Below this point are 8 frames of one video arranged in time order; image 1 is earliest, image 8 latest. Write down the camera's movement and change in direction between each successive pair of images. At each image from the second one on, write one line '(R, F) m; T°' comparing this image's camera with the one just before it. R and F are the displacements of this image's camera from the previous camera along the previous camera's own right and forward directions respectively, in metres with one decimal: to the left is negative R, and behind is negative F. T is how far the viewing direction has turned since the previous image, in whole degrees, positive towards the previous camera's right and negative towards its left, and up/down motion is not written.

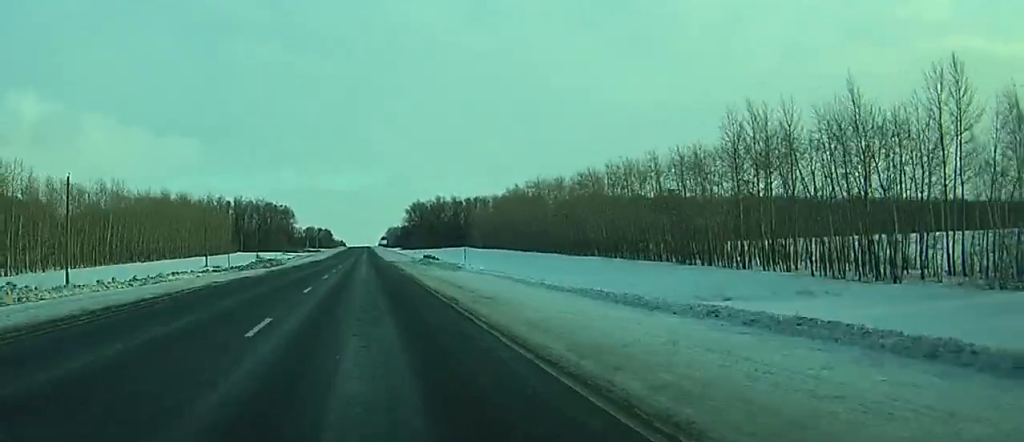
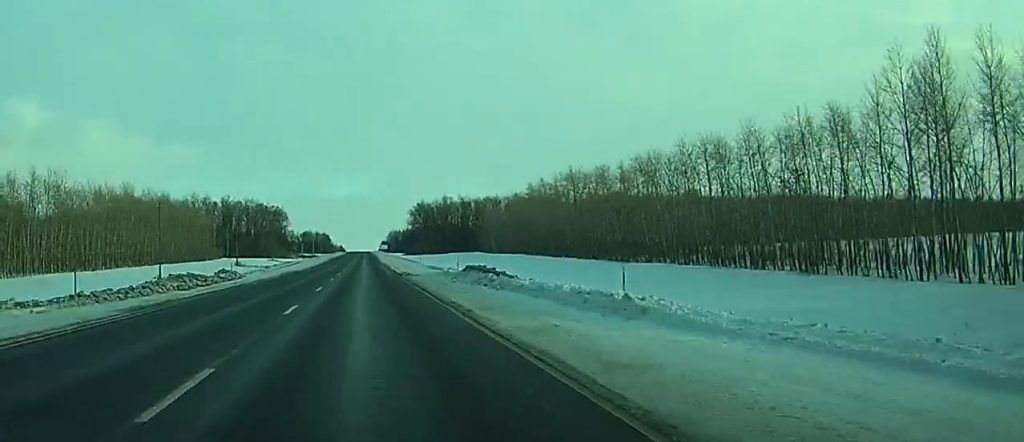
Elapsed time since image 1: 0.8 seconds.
(0.0, +30.0) m; 0°
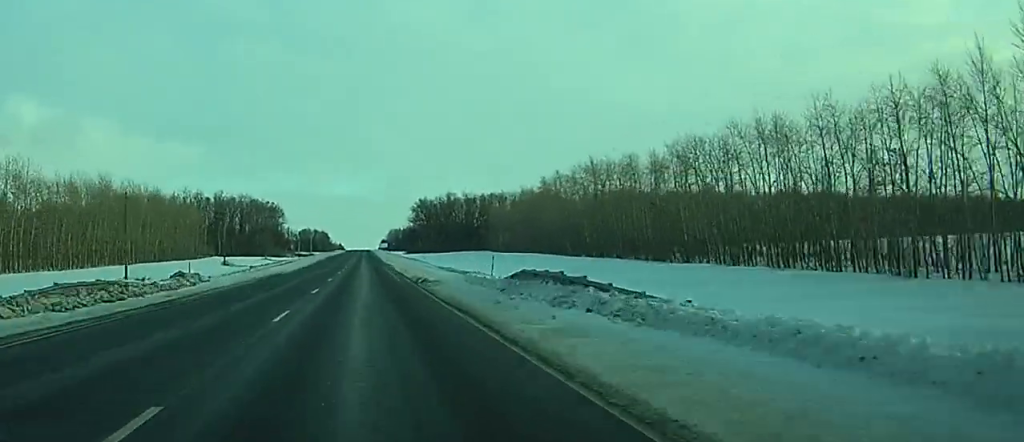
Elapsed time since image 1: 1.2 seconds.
(0.0, +14.4) m; 0°
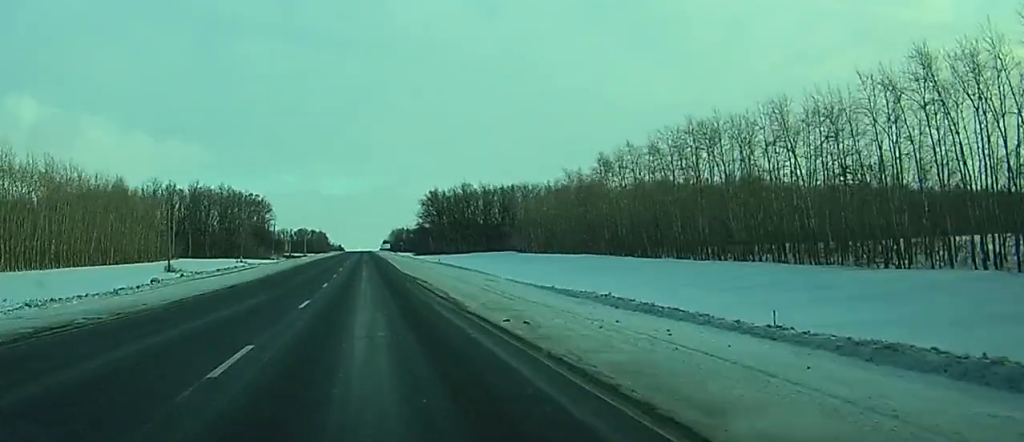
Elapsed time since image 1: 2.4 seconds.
(+0.2, +43.2) m; 0°
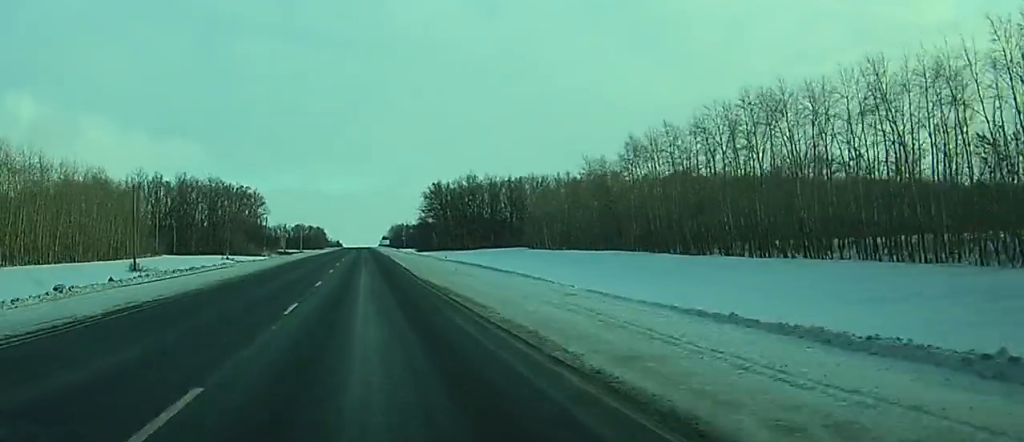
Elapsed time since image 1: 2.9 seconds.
(0.0, +15.6) m; 0°
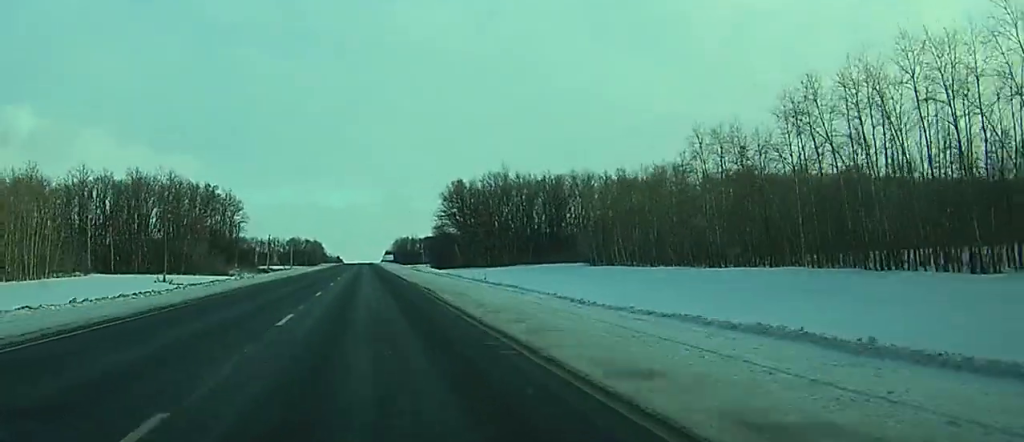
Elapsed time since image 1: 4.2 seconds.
(0.0, +49.2) m; 0°
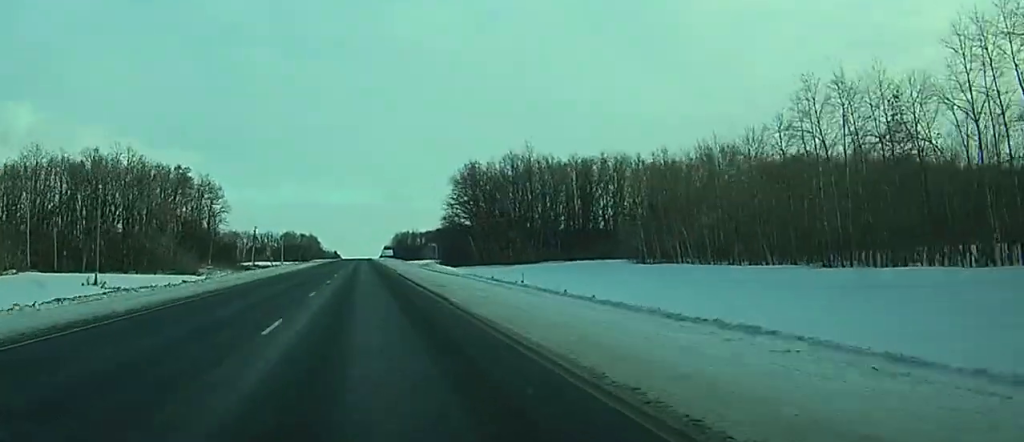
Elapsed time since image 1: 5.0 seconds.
(0.0, +26.2) m; 0°
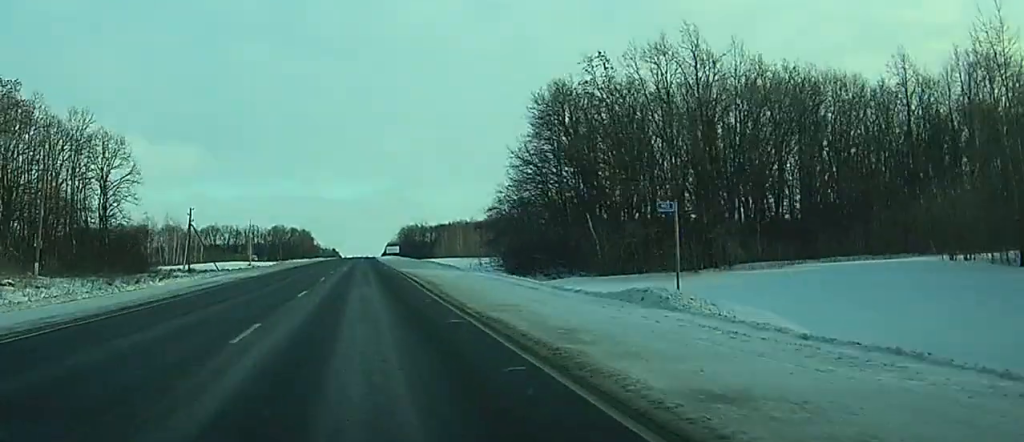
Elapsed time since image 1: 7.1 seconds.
(-0.1, +74.4) m; 0°
